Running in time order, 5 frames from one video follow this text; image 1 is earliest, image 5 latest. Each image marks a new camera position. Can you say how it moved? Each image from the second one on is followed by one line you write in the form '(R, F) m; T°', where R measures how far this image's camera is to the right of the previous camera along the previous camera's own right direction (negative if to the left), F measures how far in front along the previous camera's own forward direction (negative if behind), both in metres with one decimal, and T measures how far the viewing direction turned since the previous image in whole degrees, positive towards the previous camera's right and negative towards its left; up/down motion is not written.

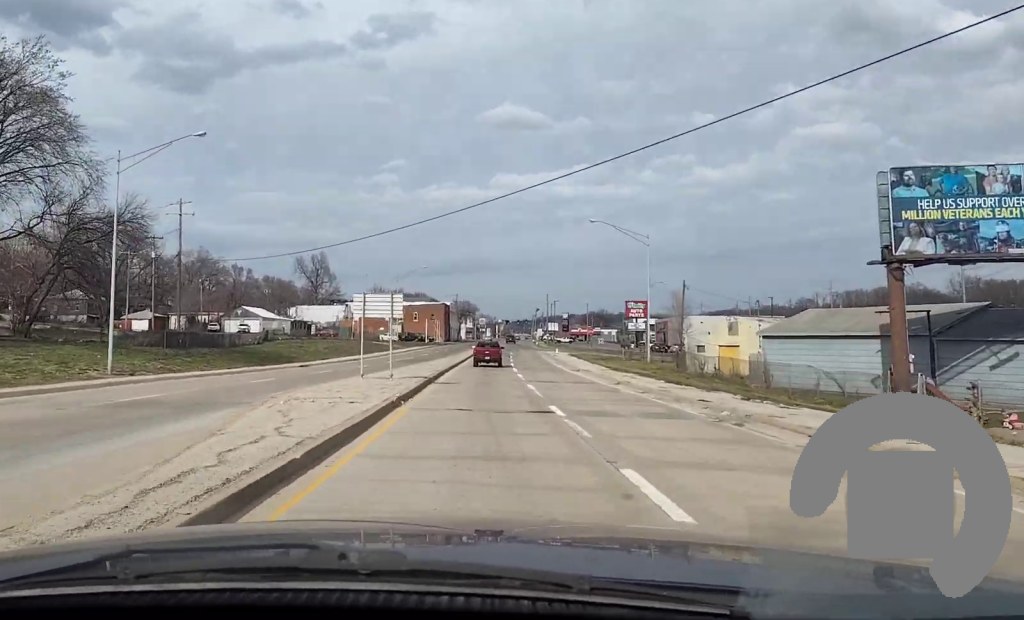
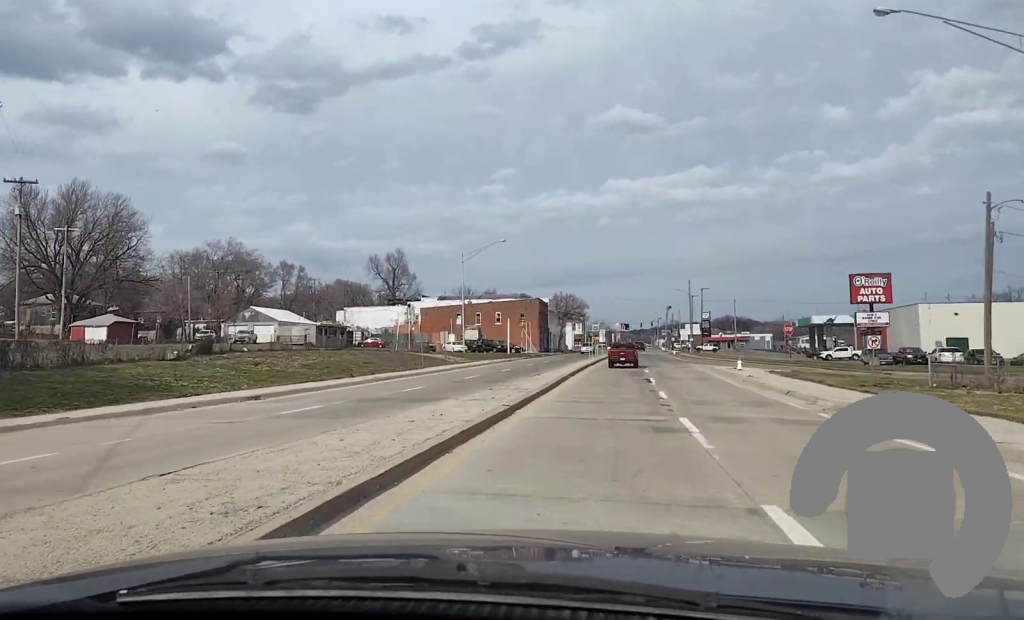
(0.0, +49.1) m; 0°
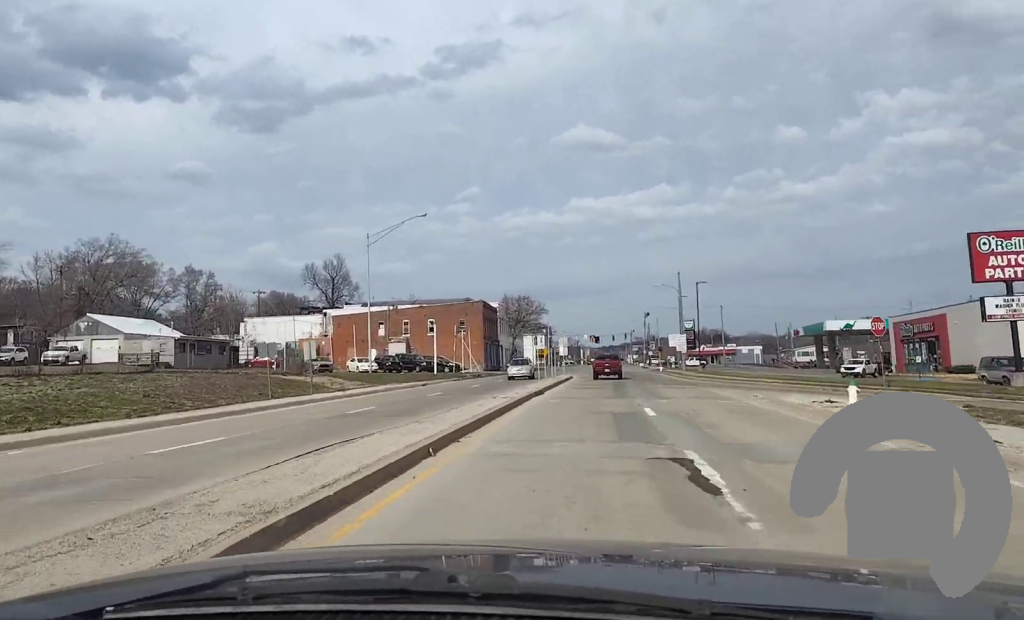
(+0.3, +30.7) m; +1°
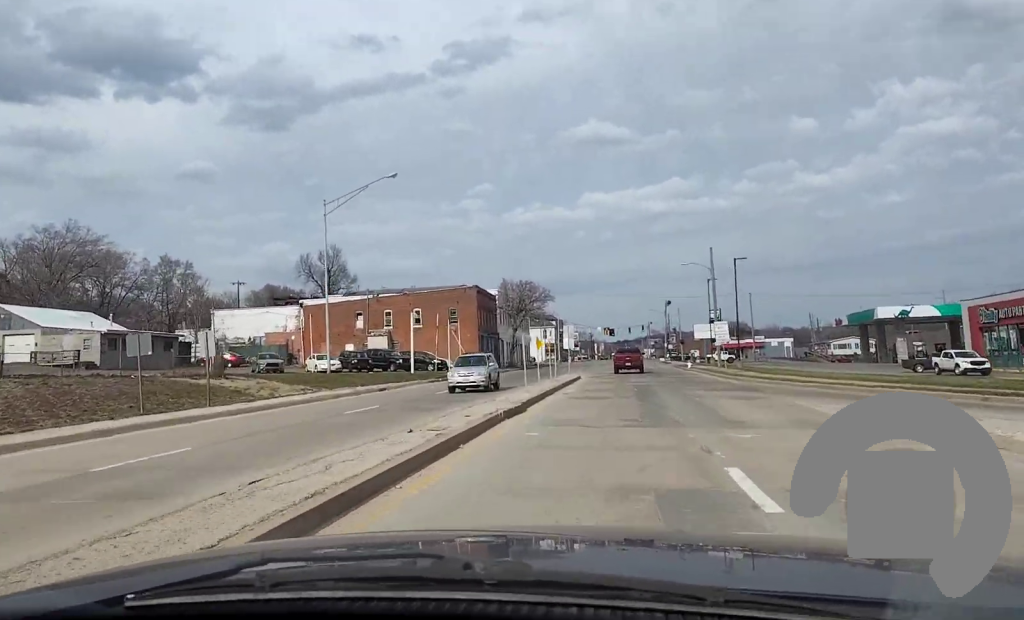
(+0.1, +14.6) m; 0°
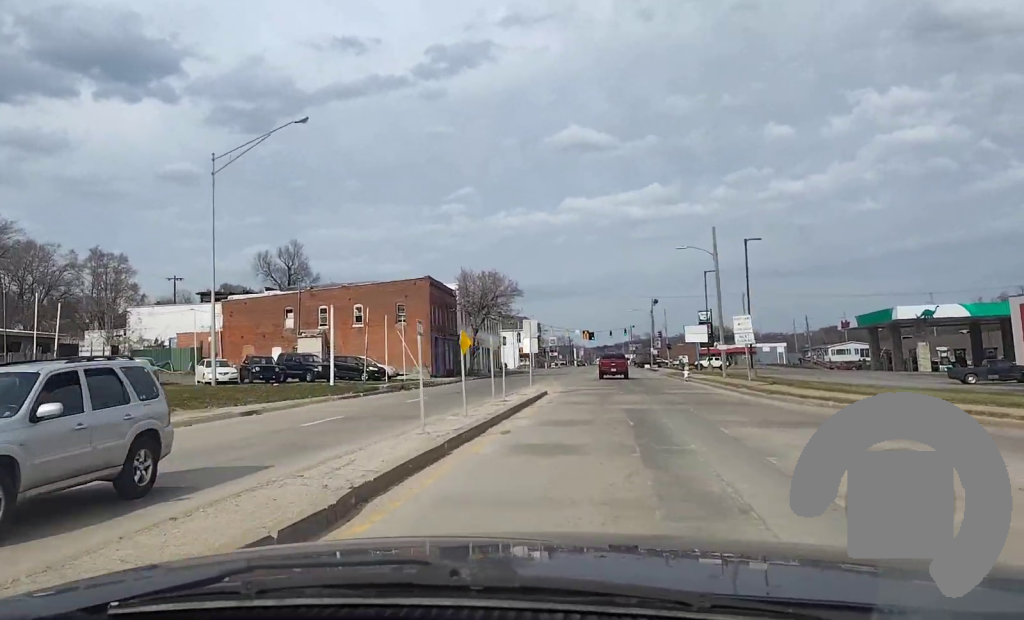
(0.0, +14.9) m; 0°
